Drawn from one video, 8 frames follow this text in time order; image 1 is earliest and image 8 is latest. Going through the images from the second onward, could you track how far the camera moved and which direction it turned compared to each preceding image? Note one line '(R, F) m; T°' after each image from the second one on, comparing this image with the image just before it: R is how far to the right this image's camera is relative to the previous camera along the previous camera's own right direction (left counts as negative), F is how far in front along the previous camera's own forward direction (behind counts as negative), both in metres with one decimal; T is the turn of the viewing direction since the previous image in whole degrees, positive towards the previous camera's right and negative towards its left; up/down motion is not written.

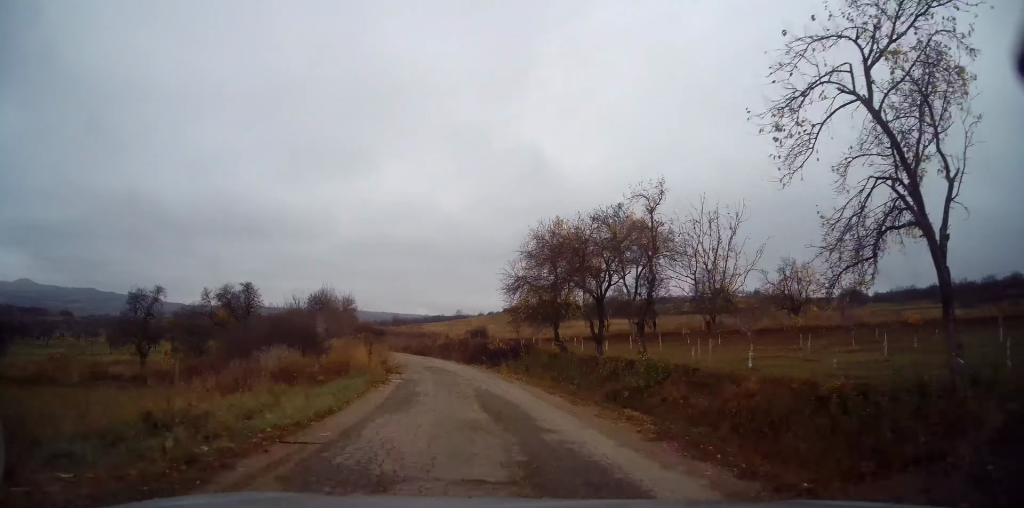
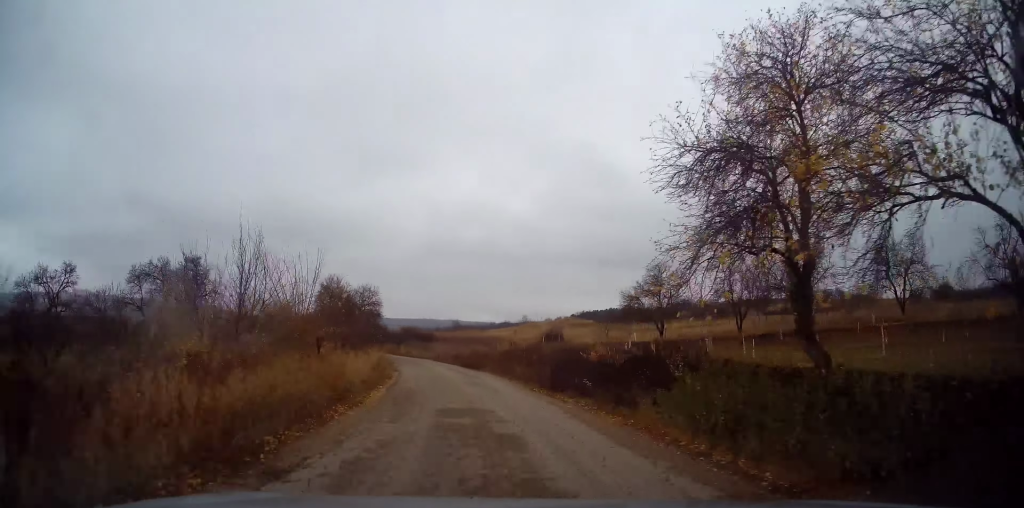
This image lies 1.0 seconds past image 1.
(-0.8, +16.0) m; -7°
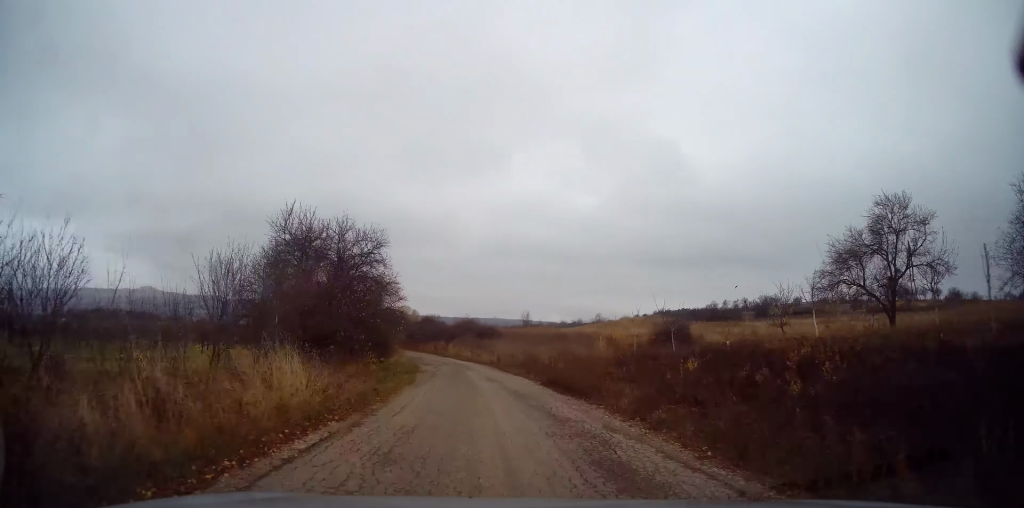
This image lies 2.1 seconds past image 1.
(-1.5, +18.7) m; -6°
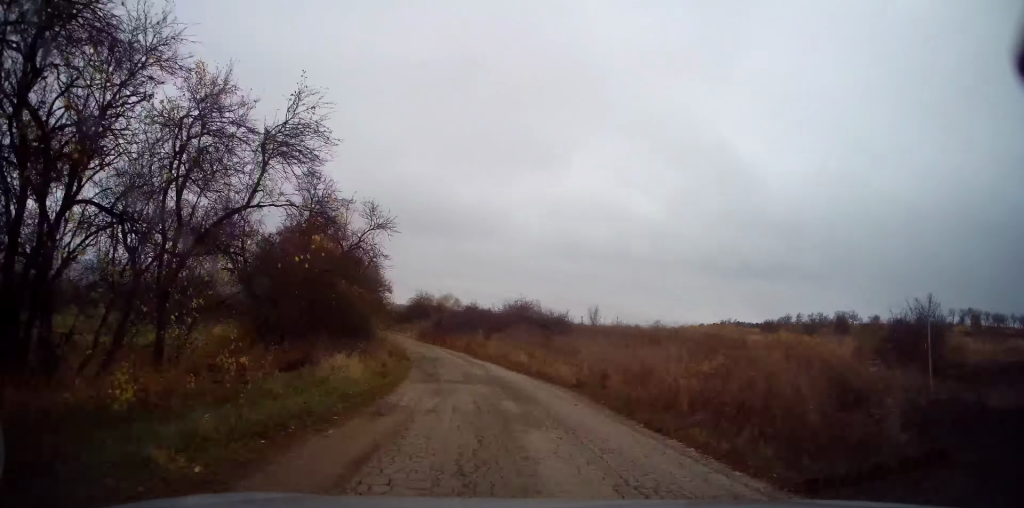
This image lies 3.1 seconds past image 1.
(-0.6, +18.6) m; -5°
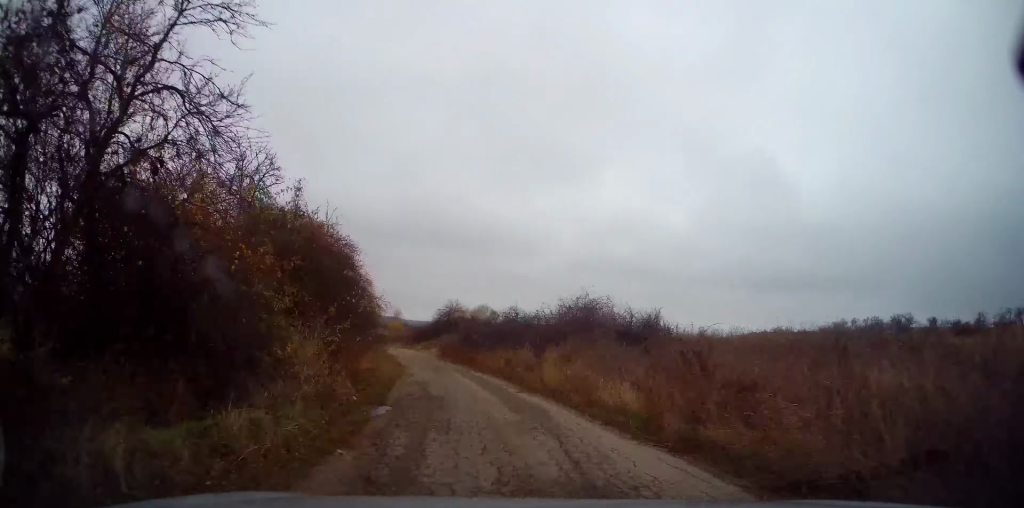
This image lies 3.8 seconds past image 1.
(-0.5, +11.2) m; -4°
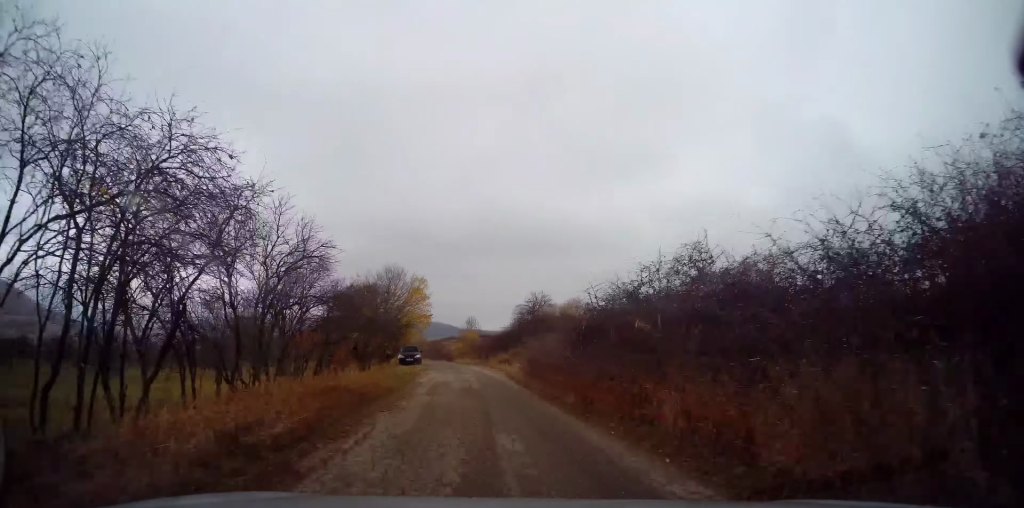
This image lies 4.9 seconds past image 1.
(-0.9, +20.2) m; -8°
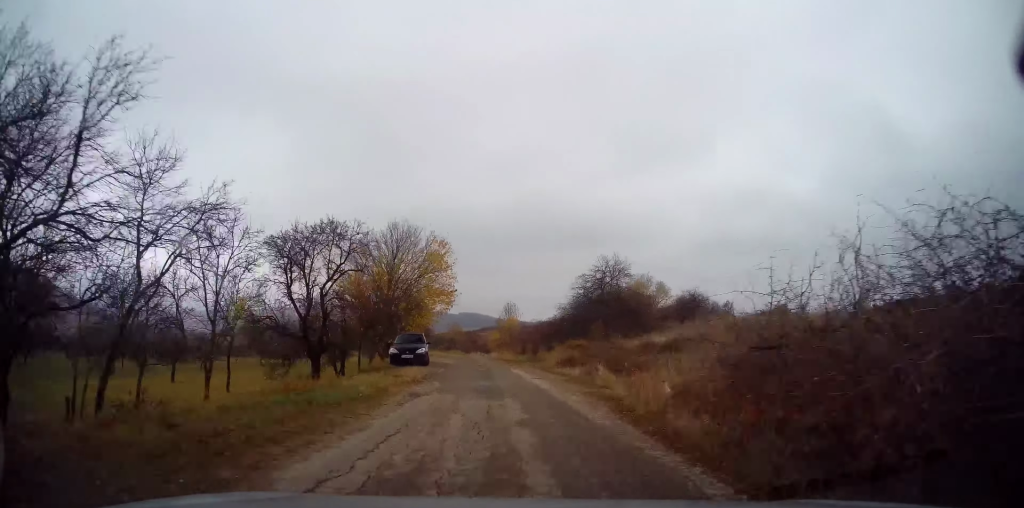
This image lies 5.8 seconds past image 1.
(-1.4, +16.4) m; -6°
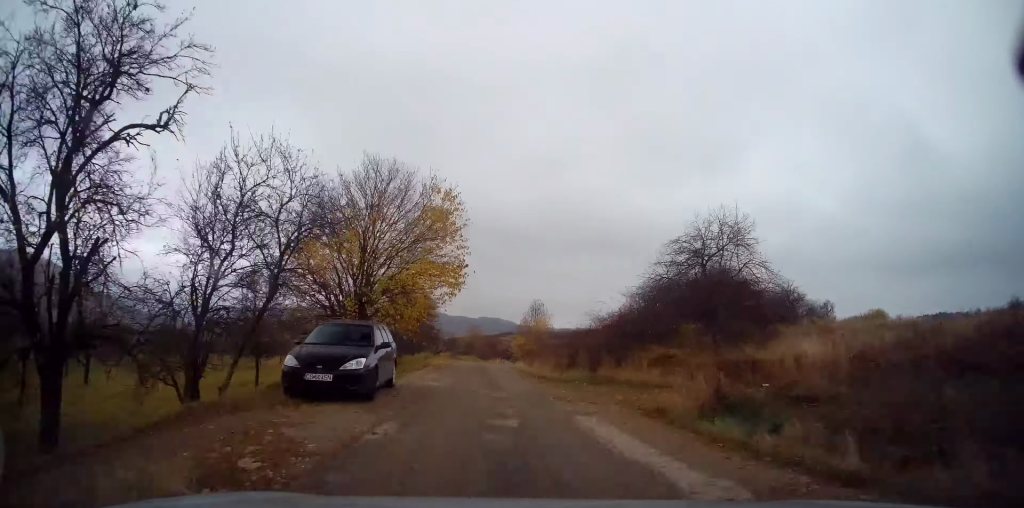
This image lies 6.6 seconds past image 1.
(-0.4, +14.0) m; -2°
